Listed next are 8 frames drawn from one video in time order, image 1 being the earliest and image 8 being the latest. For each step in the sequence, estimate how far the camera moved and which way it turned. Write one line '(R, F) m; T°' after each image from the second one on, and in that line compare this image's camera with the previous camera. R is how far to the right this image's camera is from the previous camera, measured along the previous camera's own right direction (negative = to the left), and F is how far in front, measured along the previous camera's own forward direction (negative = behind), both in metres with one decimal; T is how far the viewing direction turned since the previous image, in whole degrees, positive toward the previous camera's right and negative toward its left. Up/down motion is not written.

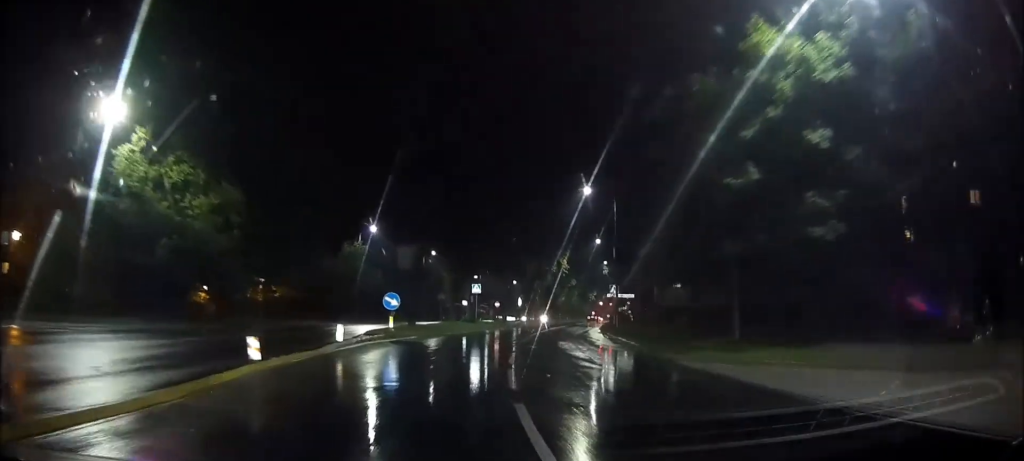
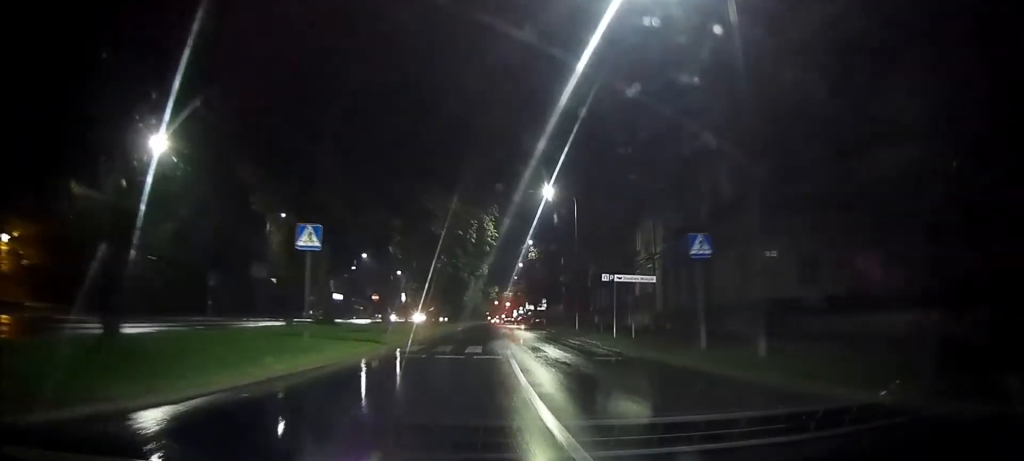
(+2.5, +32.3) m; +6°
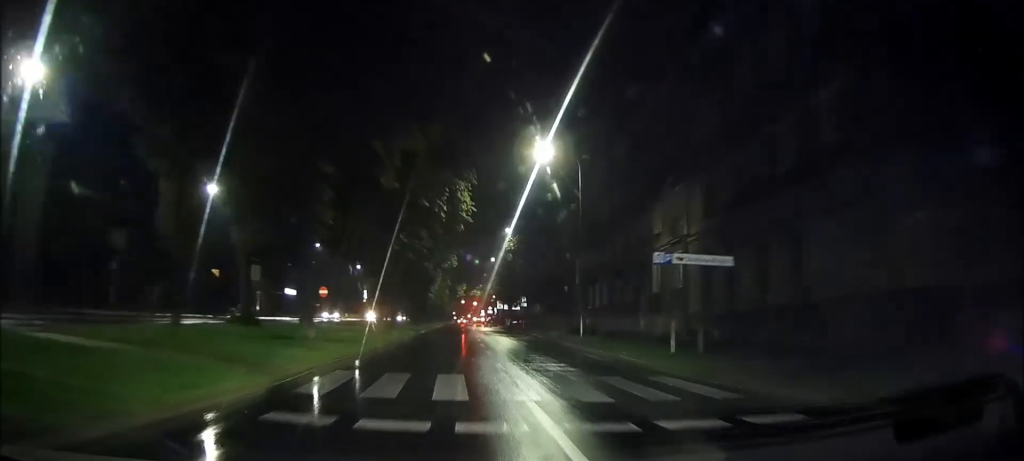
(+0.1, +11.4) m; +1°
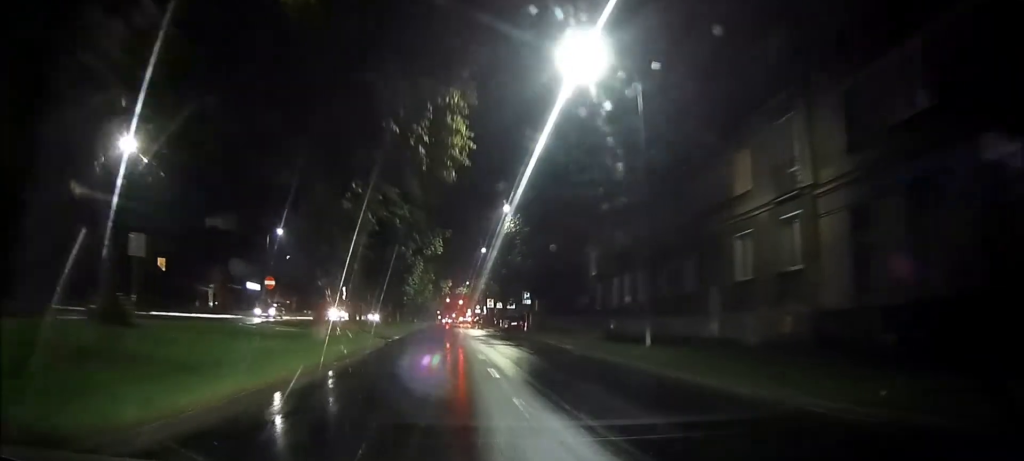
(+0.2, +12.7) m; +1°
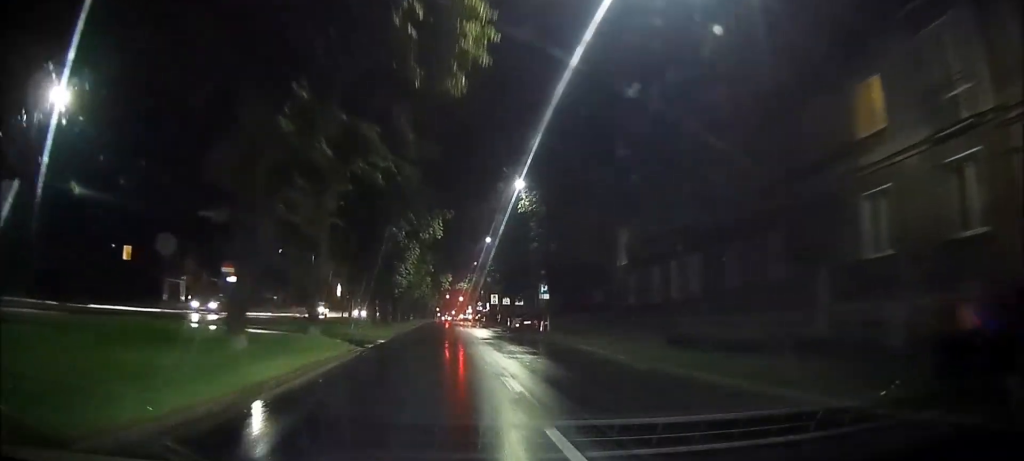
(0.0, +8.1) m; 0°
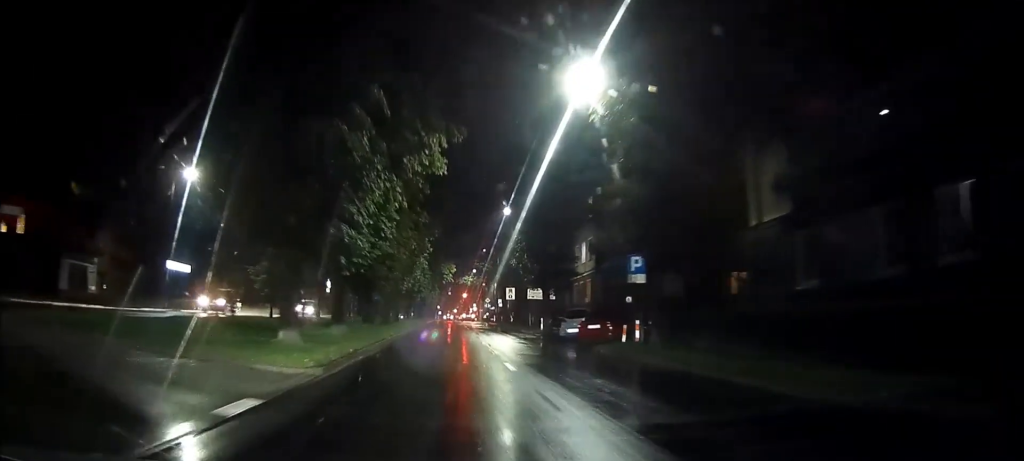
(0.0, +18.0) m; 0°
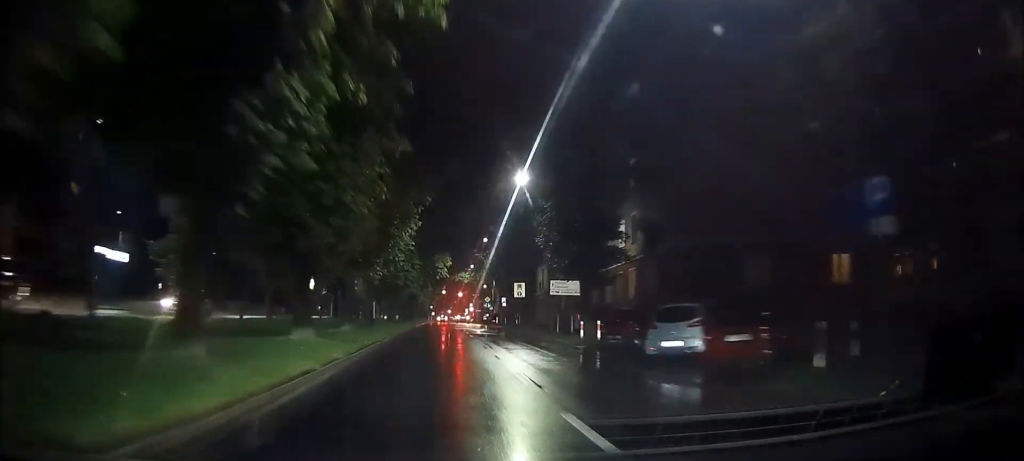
(0.0, +12.2) m; 0°
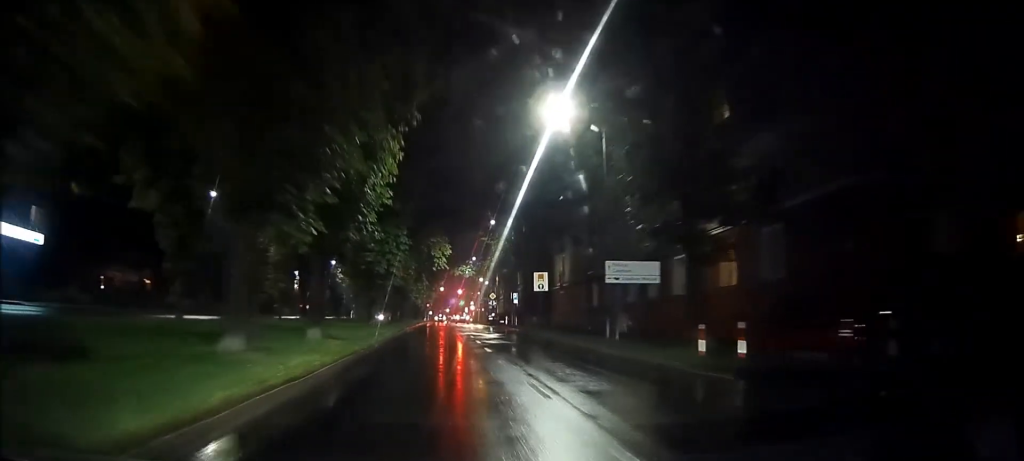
(0.0, +11.7) m; +1°
